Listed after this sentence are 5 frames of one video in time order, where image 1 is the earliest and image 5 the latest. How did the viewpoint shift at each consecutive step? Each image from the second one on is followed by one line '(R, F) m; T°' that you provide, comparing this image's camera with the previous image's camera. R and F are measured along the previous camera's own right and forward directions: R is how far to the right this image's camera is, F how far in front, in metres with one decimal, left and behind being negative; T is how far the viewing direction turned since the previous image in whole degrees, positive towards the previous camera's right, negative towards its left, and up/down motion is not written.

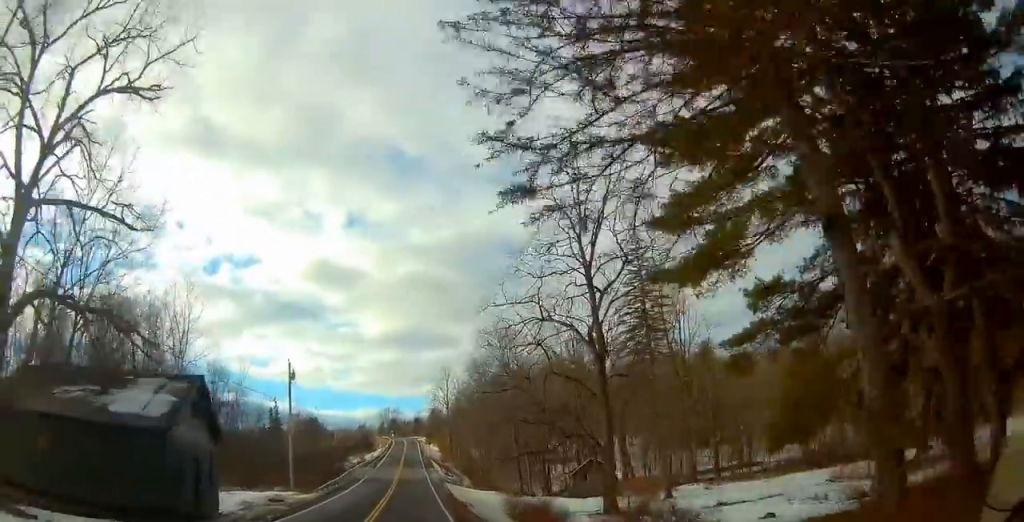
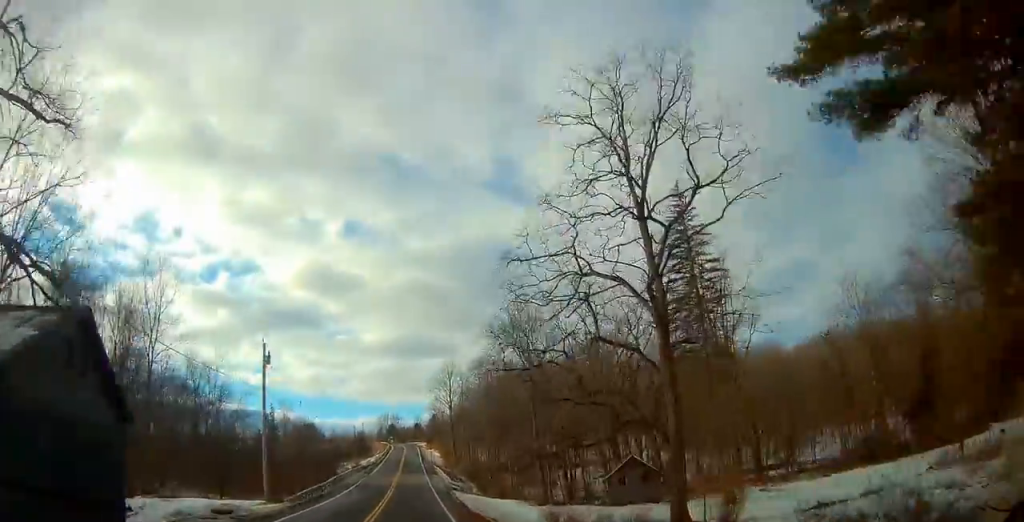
(-0.2, +9.3) m; 0°
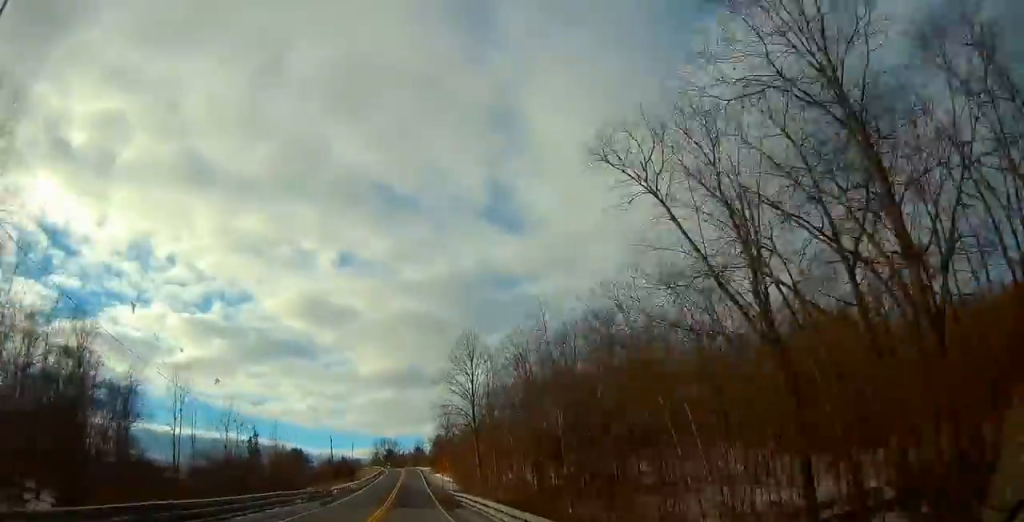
(0.0, +37.2) m; 0°
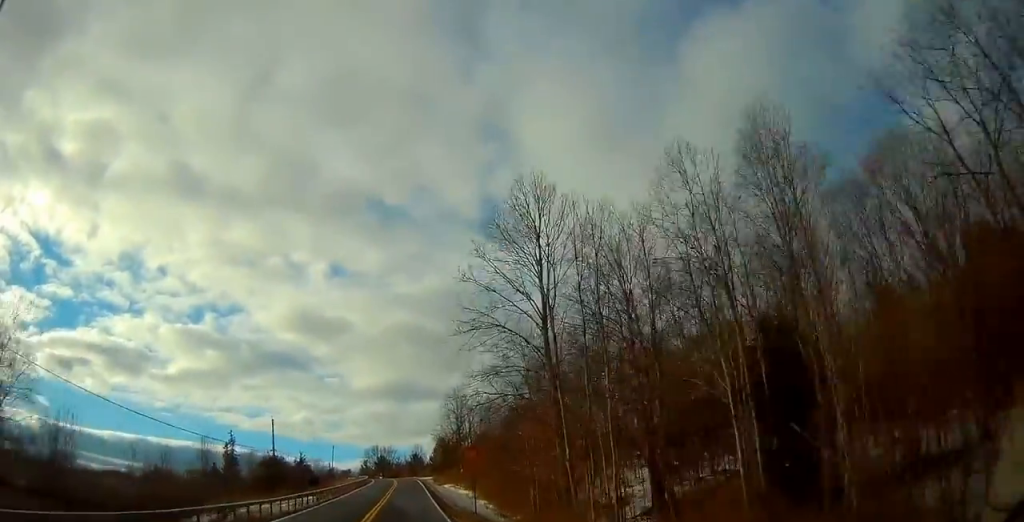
(-0.2, +37.5) m; 0°
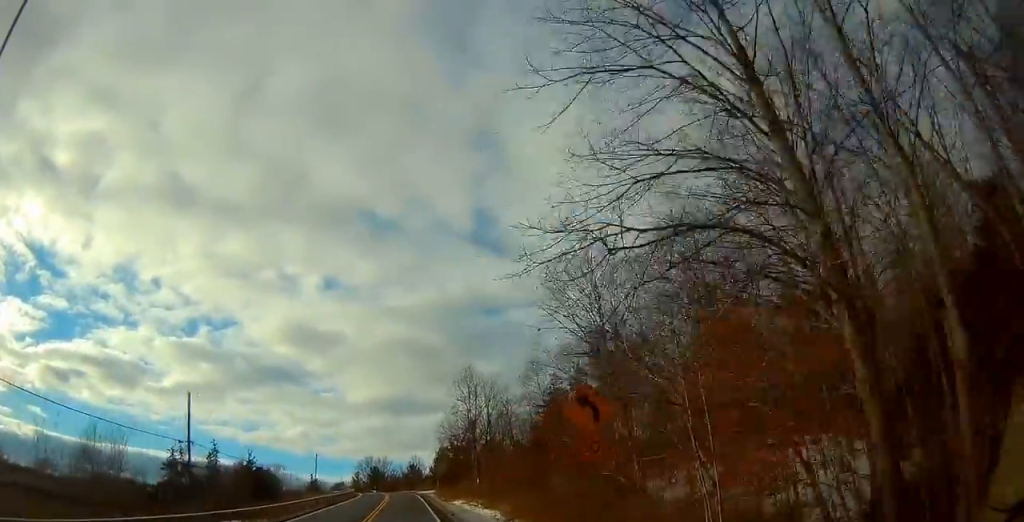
(0.0, +21.0) m; 0°
